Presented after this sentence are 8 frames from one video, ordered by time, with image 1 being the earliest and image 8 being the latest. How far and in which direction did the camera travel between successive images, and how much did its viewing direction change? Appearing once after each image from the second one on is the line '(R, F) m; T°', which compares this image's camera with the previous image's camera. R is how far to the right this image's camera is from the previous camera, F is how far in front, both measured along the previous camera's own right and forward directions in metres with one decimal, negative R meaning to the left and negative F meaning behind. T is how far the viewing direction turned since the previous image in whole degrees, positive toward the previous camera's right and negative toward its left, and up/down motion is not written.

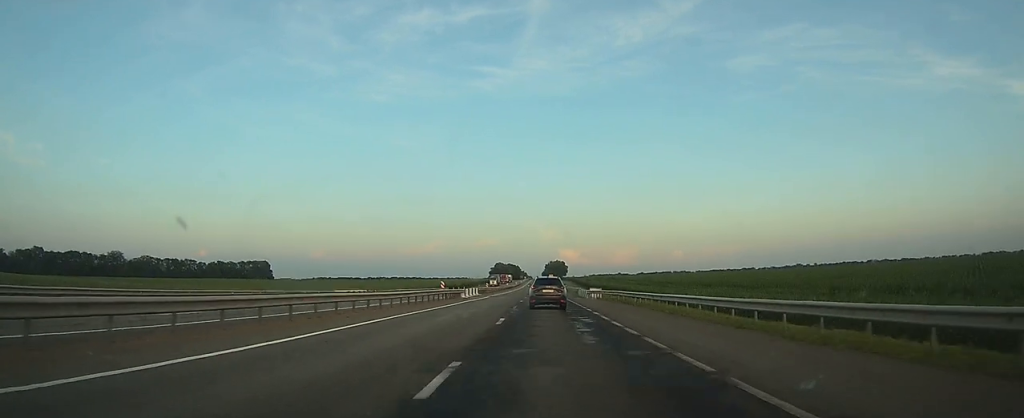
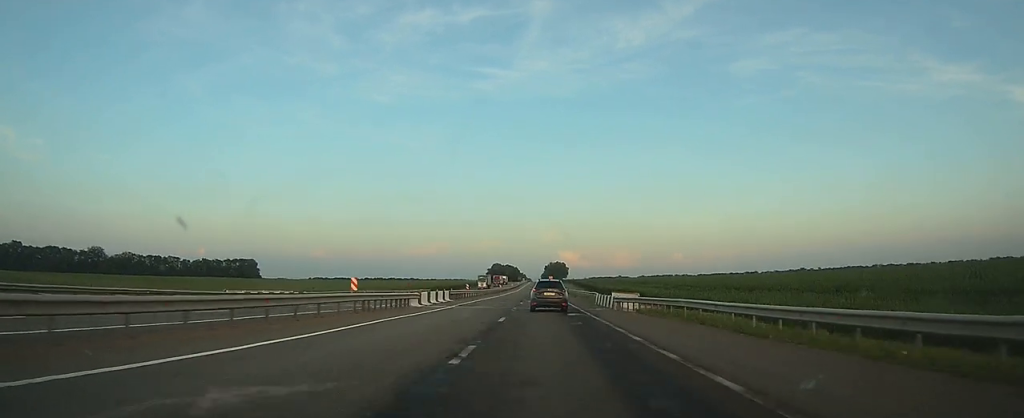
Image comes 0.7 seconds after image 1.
(0.0, +21.7) m; 0°
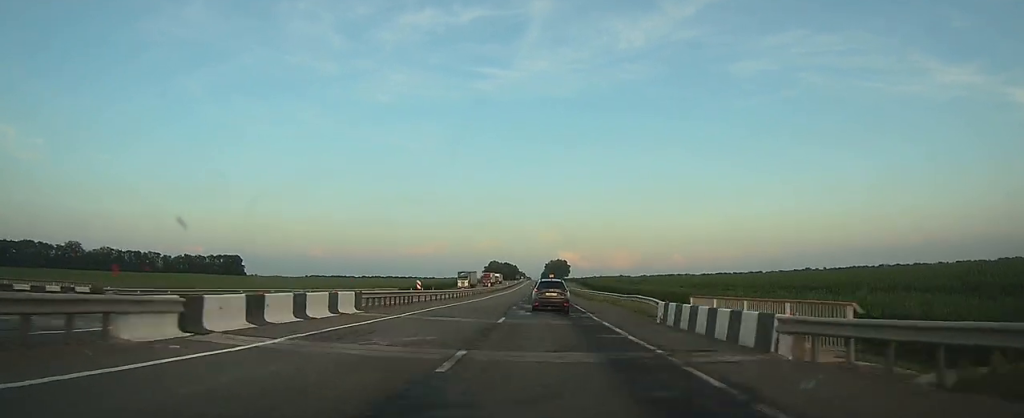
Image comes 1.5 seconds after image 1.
(0.0, +24.7) m; 0°
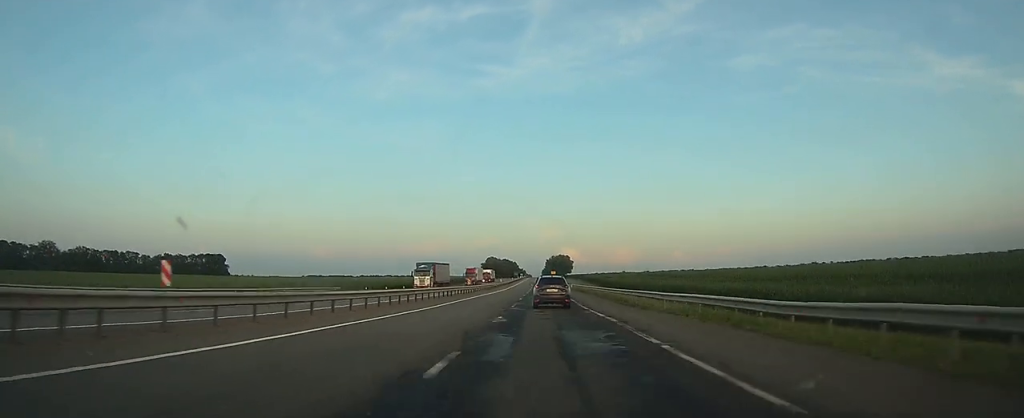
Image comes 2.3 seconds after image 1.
(0.0, +25.6) m; 0°
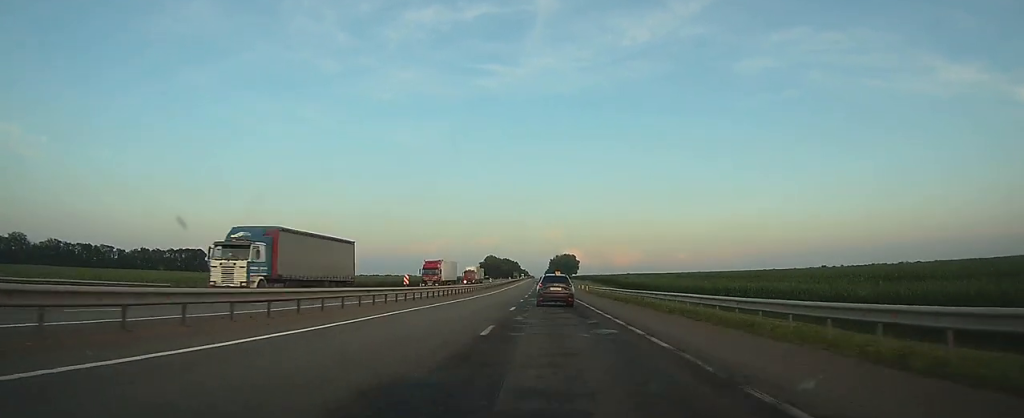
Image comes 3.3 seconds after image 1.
(+0.1, +29.6) m; 0°
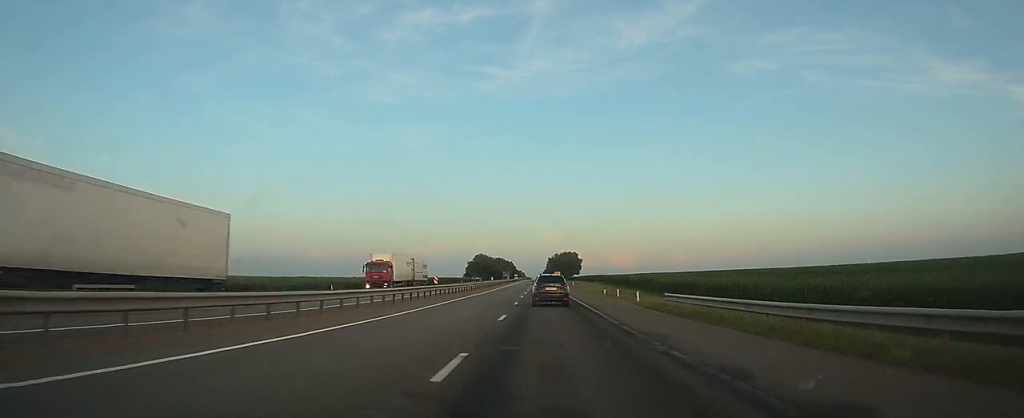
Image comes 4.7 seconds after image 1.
(0.0, +41.7) m; 0°
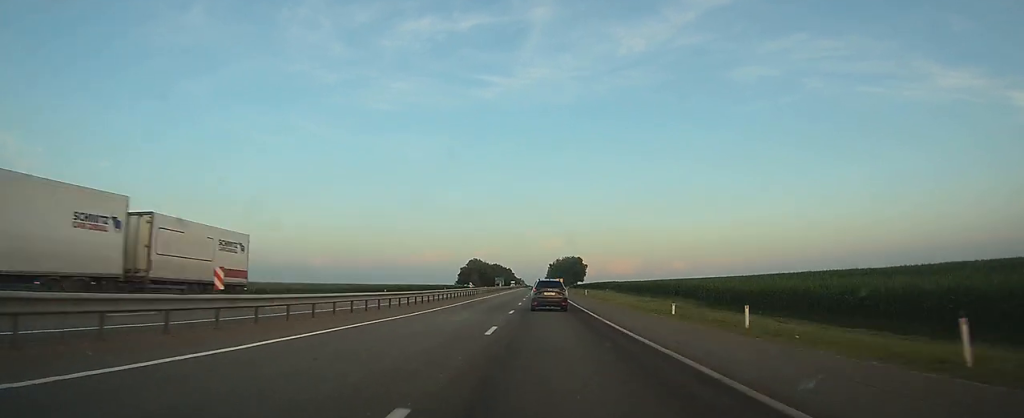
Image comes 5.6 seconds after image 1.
(-0.1, +28.4) m; 0°
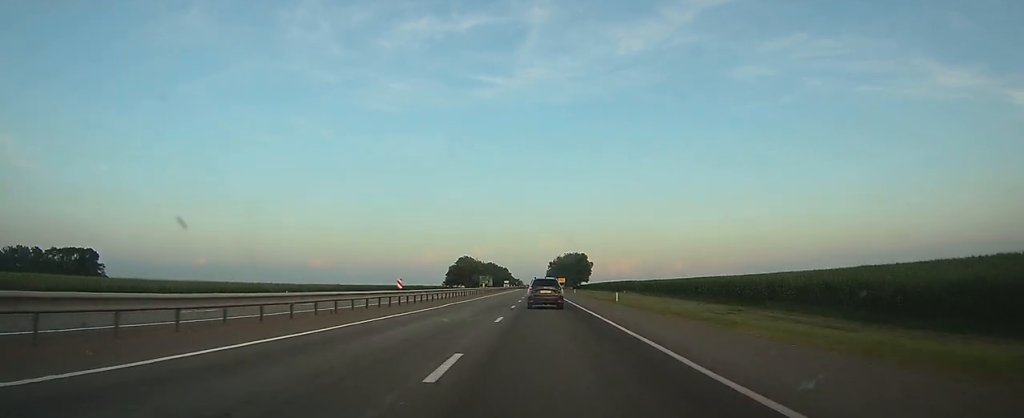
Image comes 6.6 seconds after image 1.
(0.0, +31.3) m; 0°
